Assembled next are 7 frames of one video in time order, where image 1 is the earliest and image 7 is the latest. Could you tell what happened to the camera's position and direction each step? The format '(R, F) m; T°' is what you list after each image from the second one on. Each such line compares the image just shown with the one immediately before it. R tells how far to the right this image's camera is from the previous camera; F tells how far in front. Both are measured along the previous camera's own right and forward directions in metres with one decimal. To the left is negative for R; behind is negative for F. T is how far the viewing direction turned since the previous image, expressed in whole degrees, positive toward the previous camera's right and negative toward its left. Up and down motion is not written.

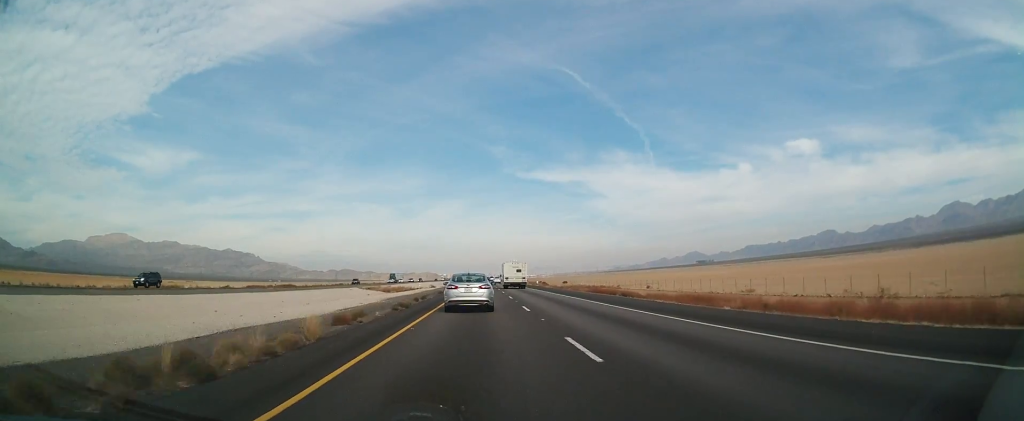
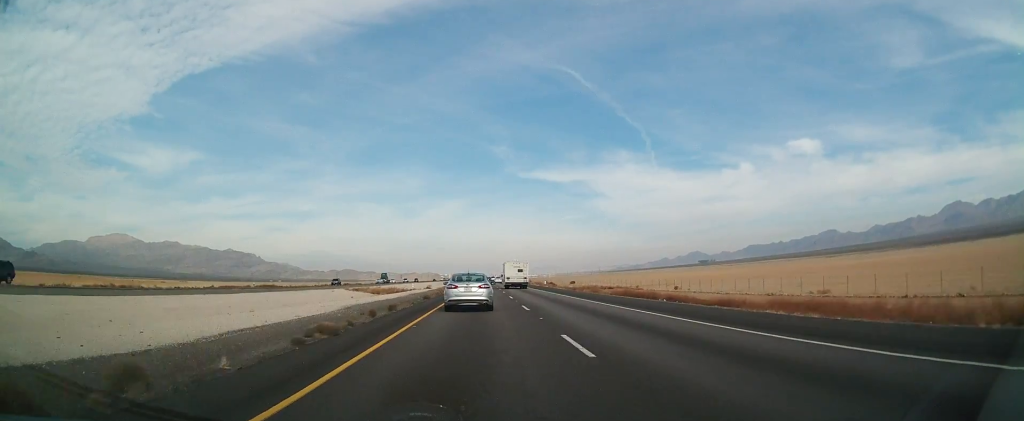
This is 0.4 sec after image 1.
(-0.1, +14.1) m; 0°
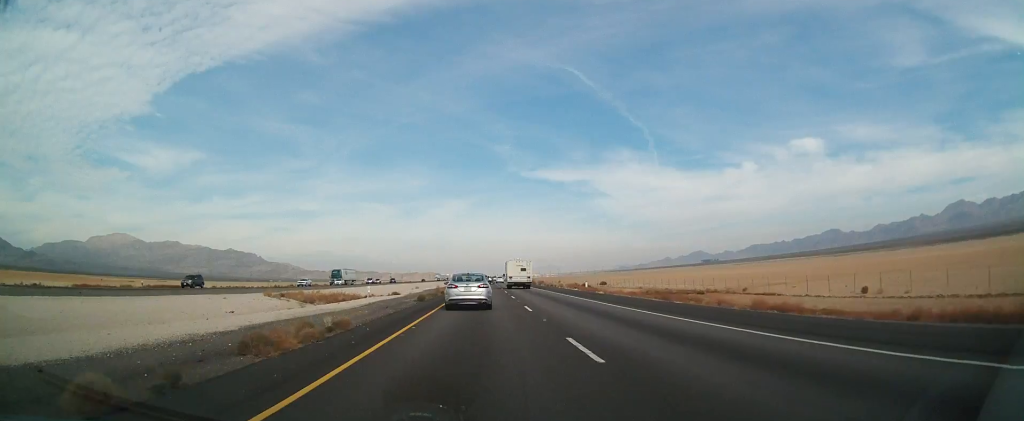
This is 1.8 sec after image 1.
(-0.1, +44.4) m; 0°
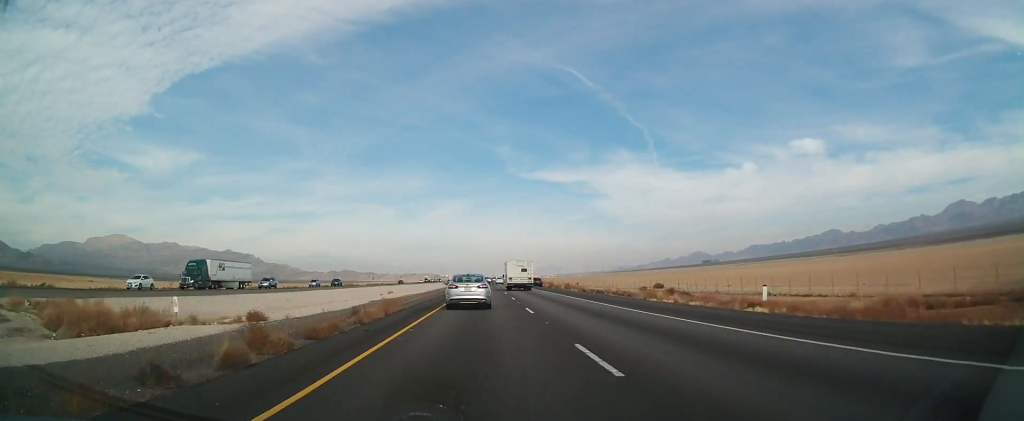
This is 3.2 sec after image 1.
(+0.2, +44.1) m; 0°
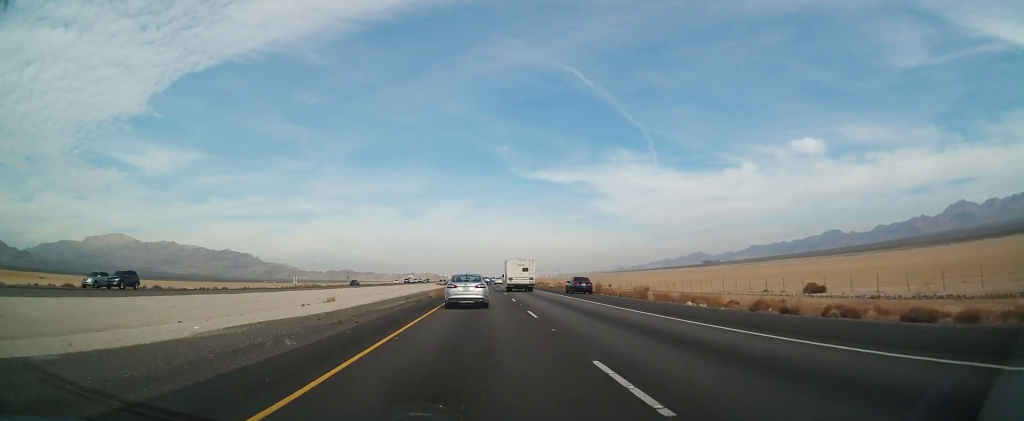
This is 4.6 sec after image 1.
(-0.4, +45.2) m; -1°
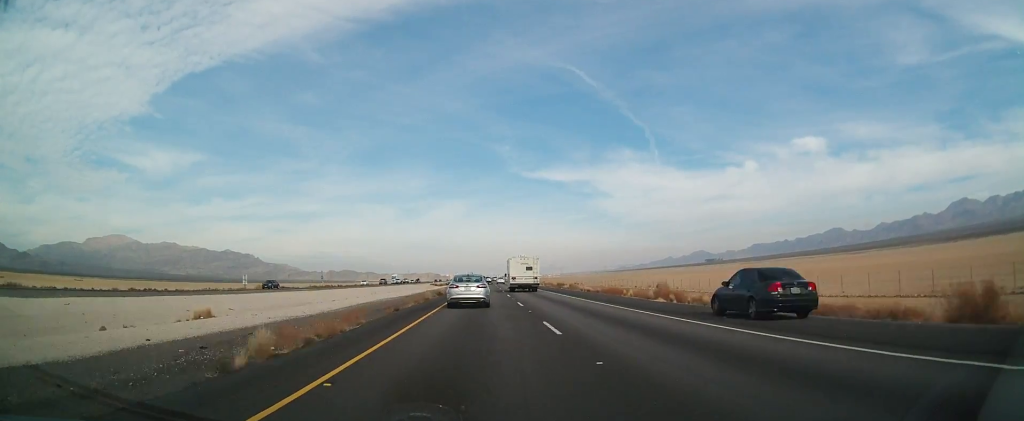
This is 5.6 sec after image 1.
(+0.1, +34.7) m; 0°
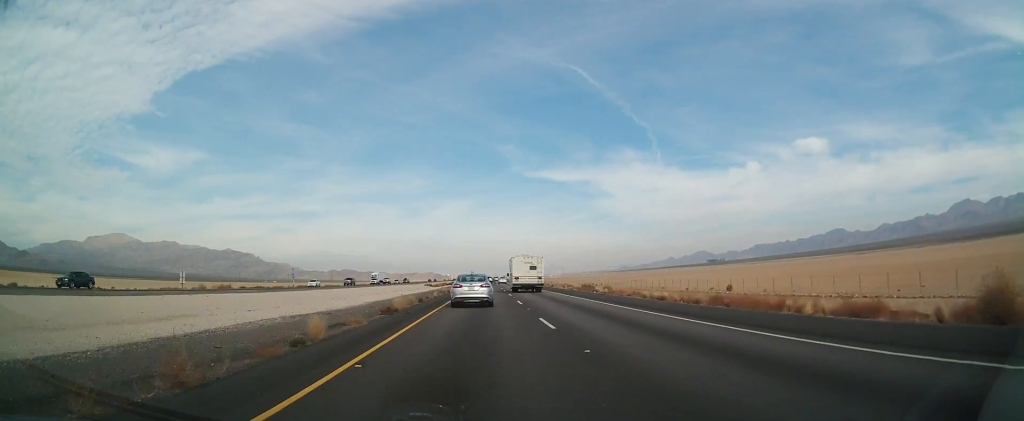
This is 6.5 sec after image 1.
(0.0, +27.3) m; 0°
